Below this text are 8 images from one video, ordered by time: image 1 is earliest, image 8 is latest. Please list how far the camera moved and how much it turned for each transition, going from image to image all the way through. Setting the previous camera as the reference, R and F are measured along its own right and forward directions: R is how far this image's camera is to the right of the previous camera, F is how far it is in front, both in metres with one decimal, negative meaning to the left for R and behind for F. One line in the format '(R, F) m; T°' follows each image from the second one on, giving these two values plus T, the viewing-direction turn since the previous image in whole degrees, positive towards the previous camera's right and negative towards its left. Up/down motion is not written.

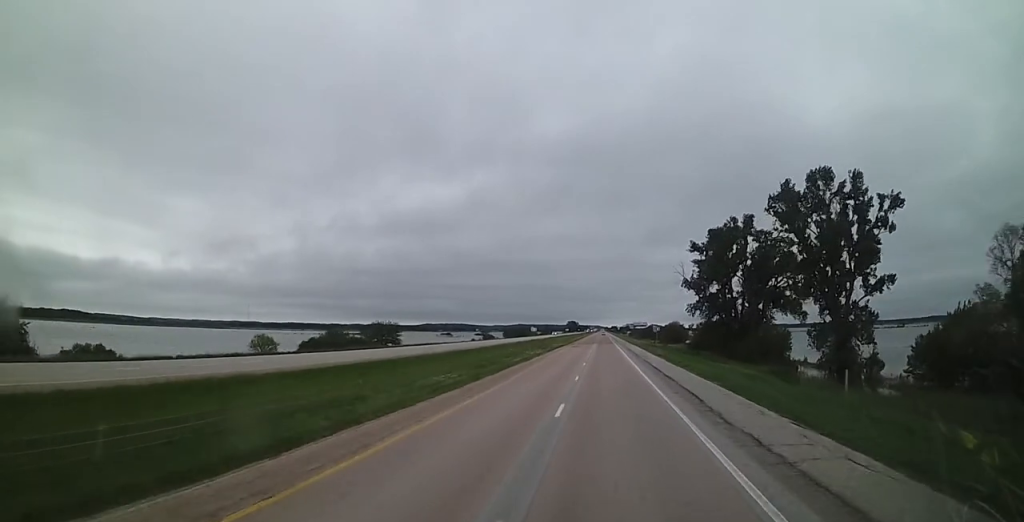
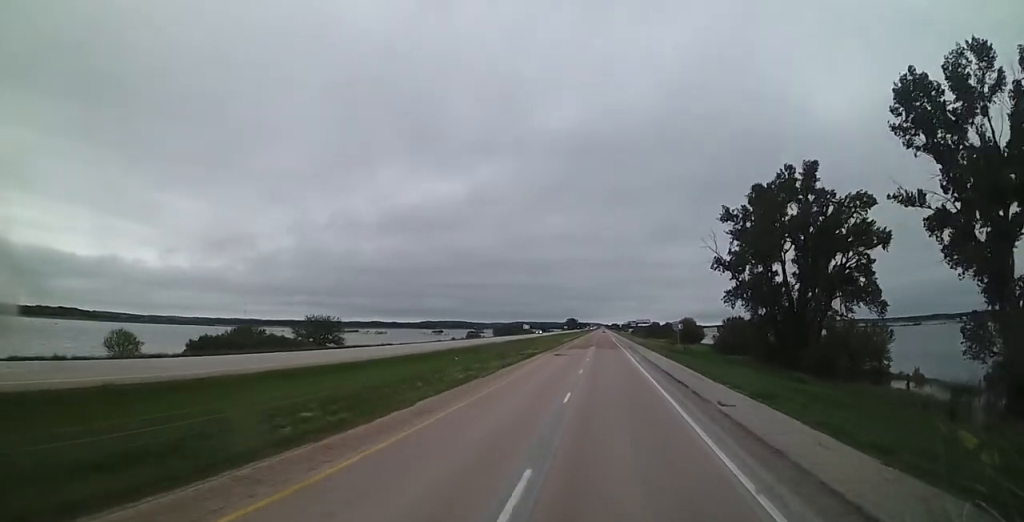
(+0.1, +33.9) m; +1°
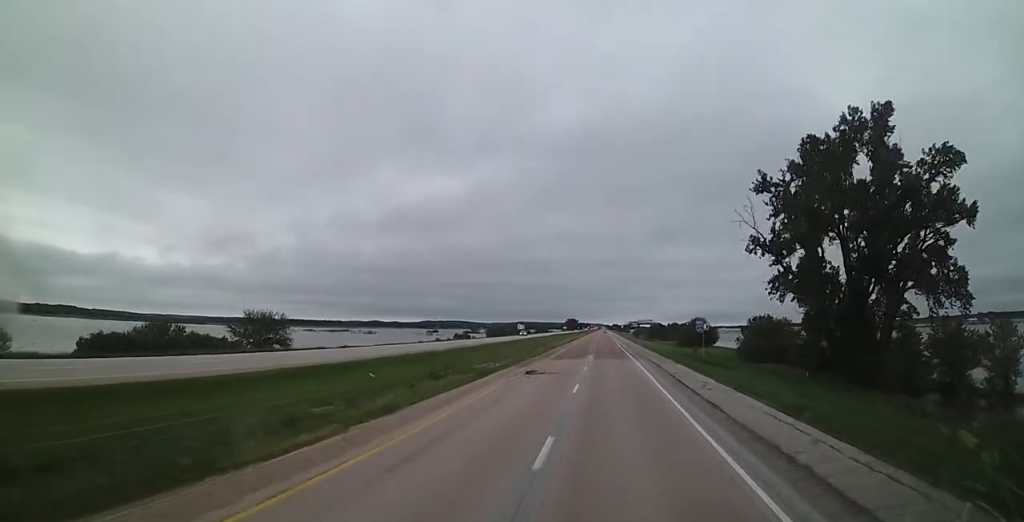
(+0.2, +21.3) m; 0°
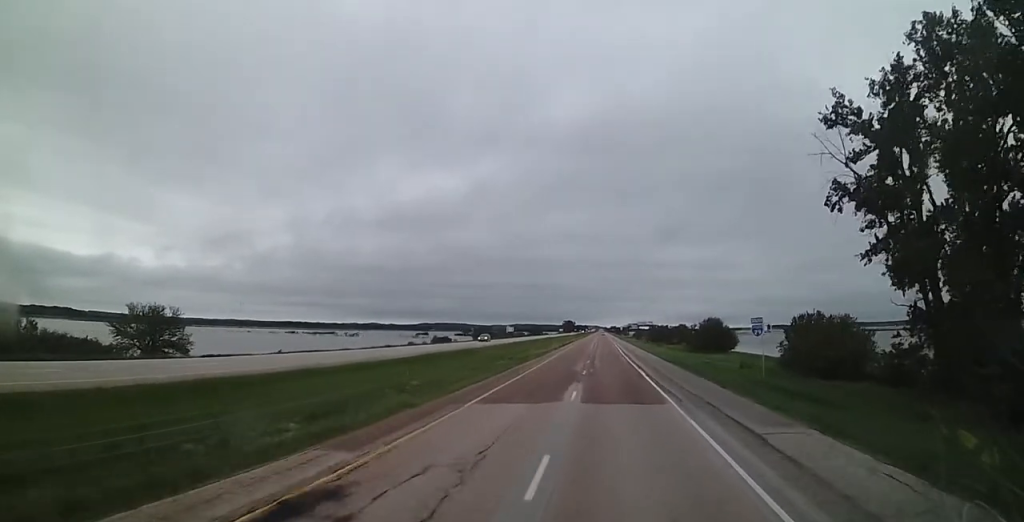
(-0.2, +26.1) m; 0°
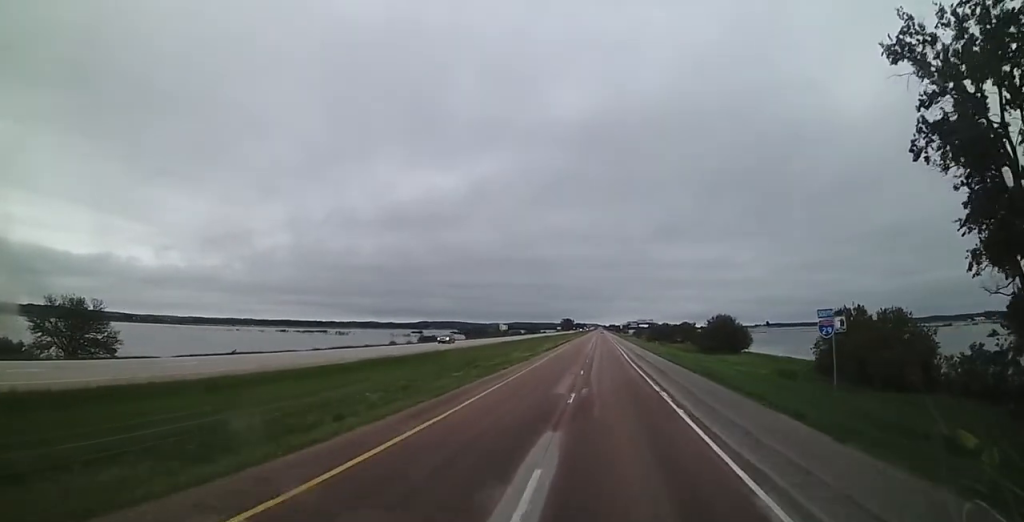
(-0.1, +13.5) m; 0°
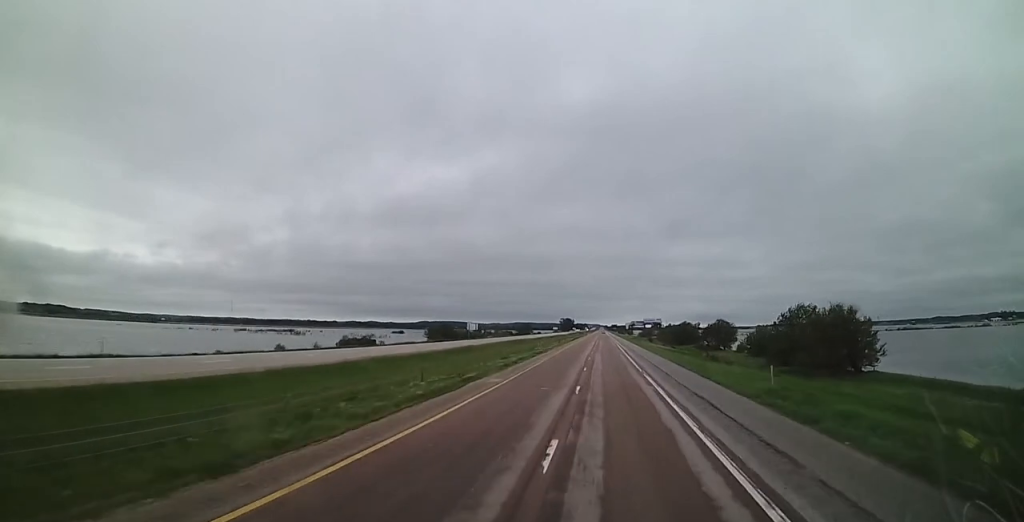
(0.0, +58.0) m; 0°
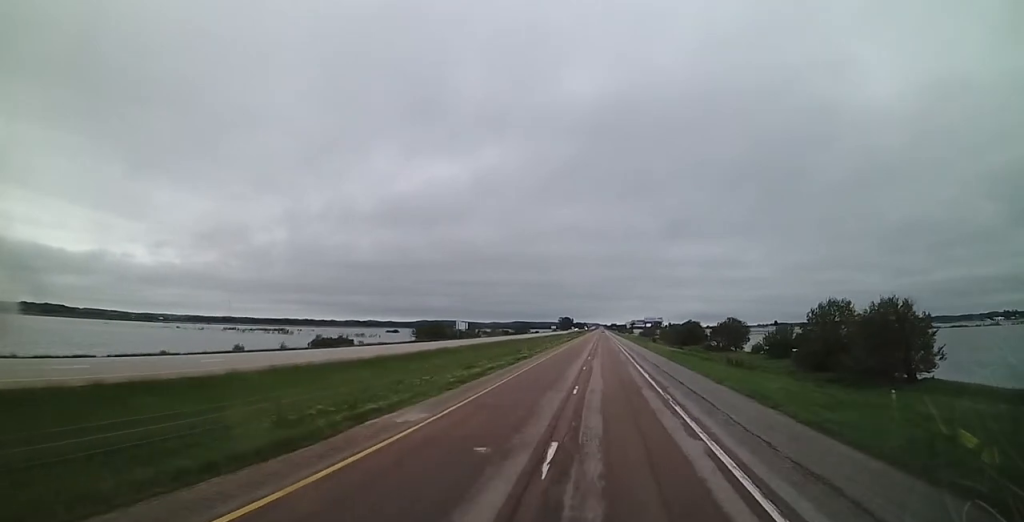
(+0.2, +12.5) m; 0°
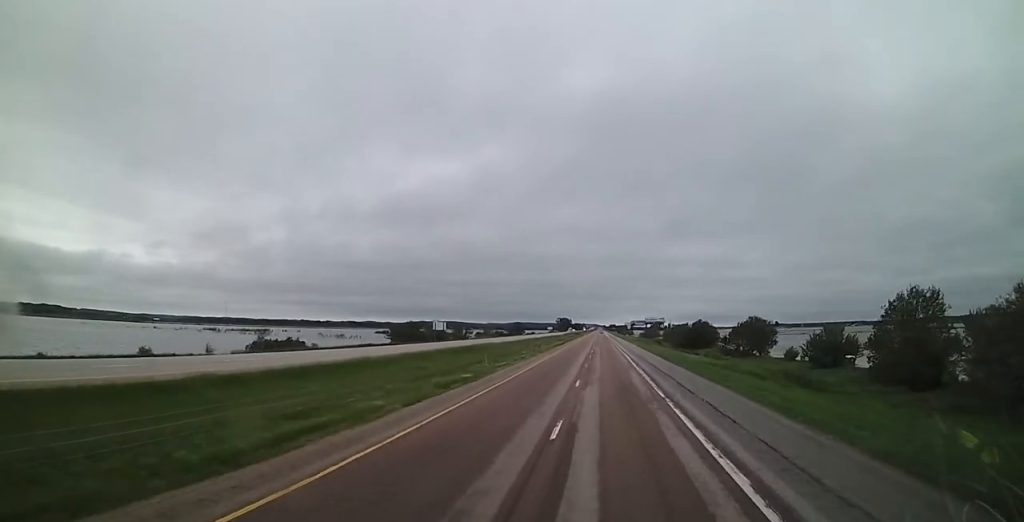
(+0.1, +21.2) m; 0°
